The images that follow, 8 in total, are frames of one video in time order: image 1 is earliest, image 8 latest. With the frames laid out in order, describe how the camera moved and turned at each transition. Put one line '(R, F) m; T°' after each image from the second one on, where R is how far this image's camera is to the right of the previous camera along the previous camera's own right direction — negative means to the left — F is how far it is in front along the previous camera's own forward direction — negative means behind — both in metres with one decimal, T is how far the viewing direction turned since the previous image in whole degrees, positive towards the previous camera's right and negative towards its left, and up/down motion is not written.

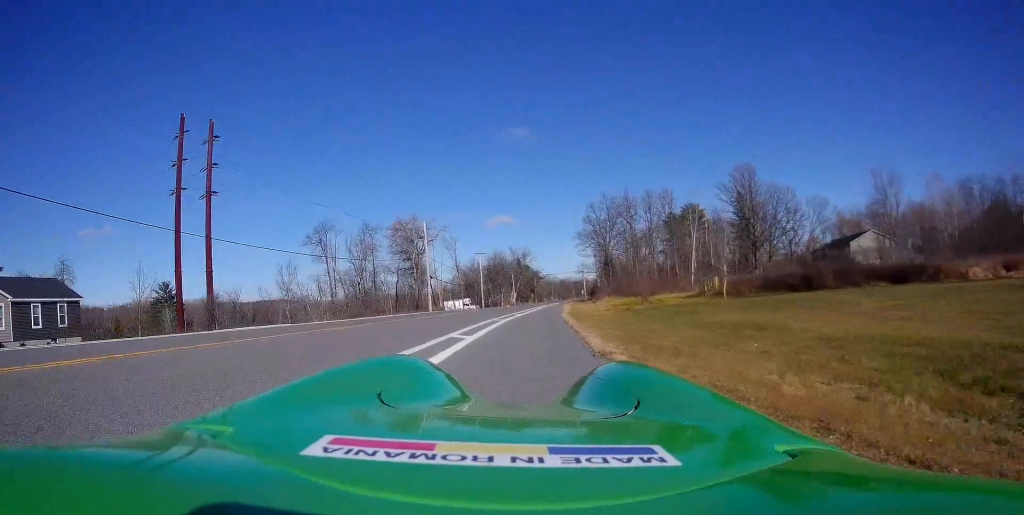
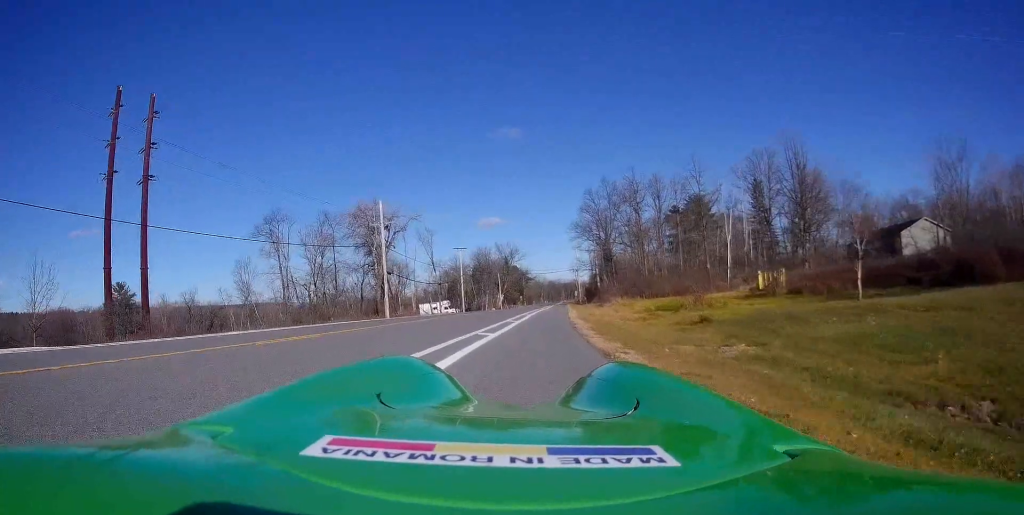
(-0.2, +16.9) m; 0°
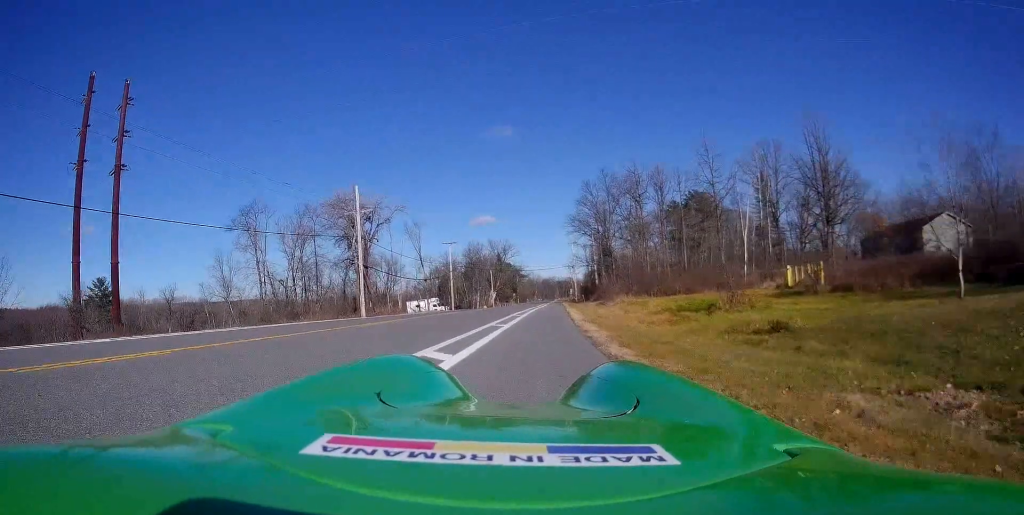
(+0.1, +6.1) m; +1°
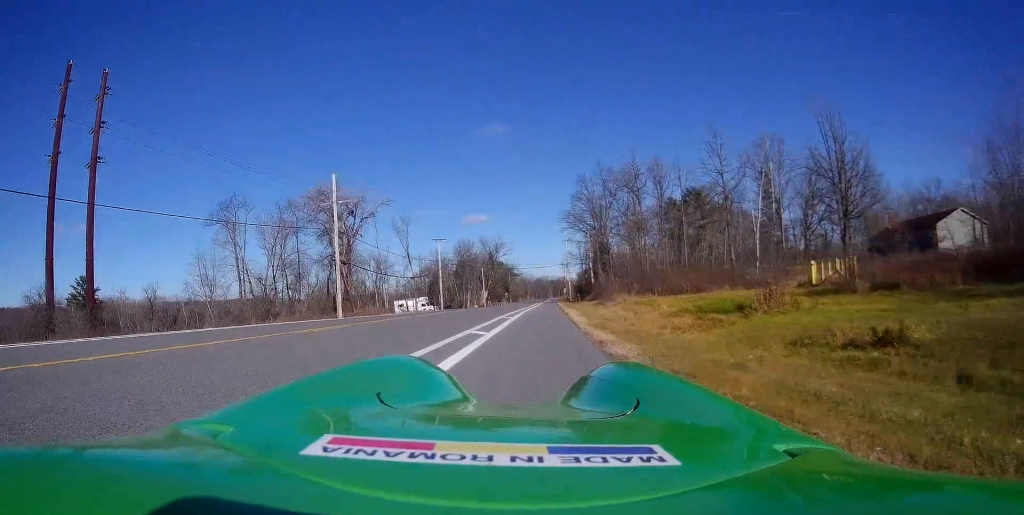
(0.0, +4.3) m; 0°
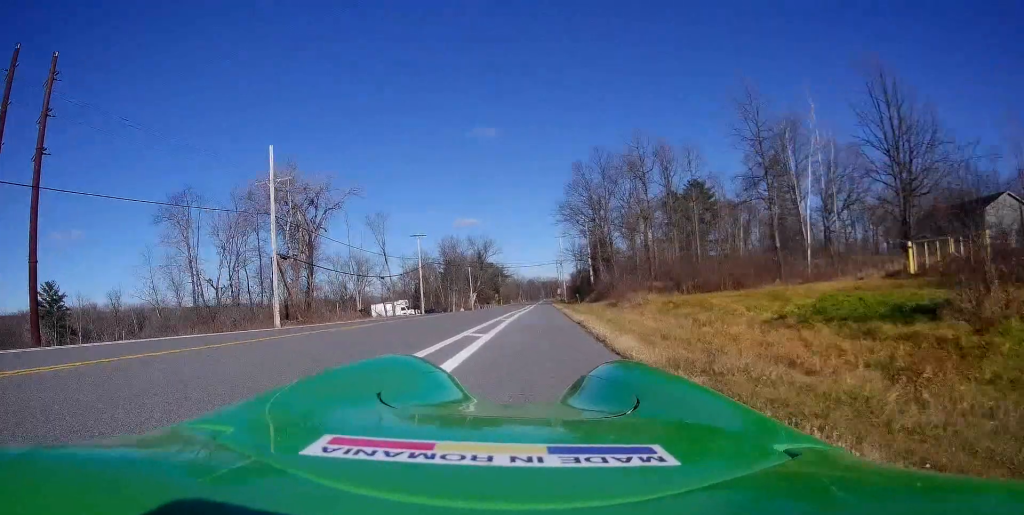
(0.0, +10.1) m; +2°
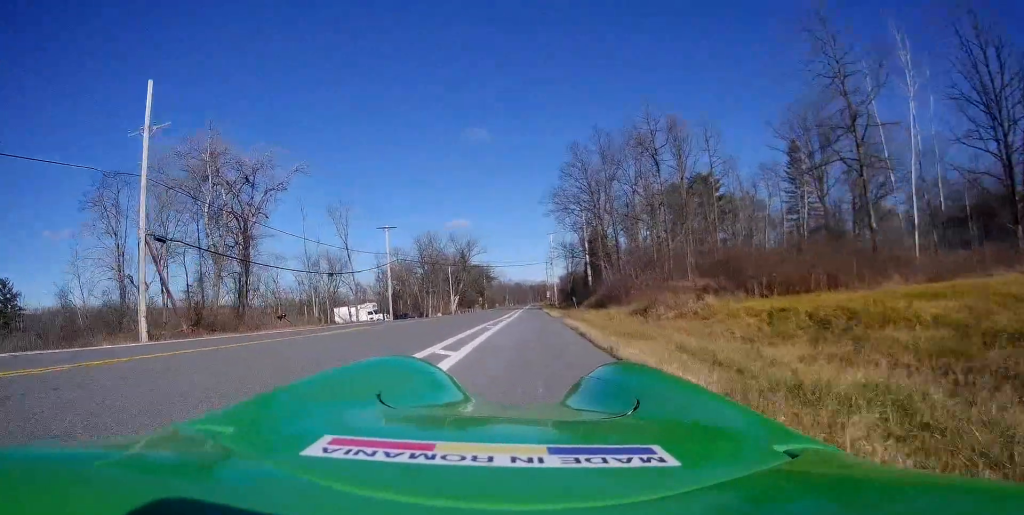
(+0.5, +12.0) m; +1°
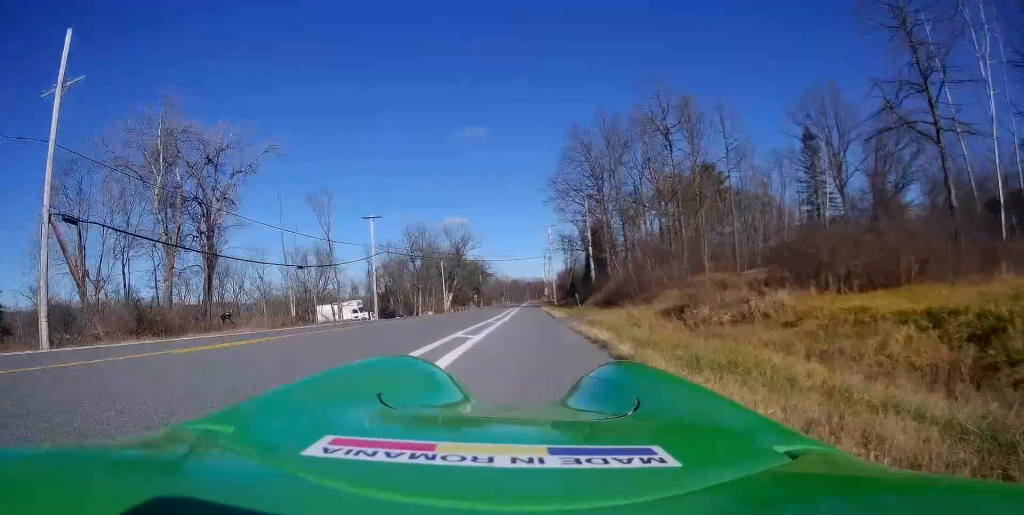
(+0.1, +5.8) m; -2°
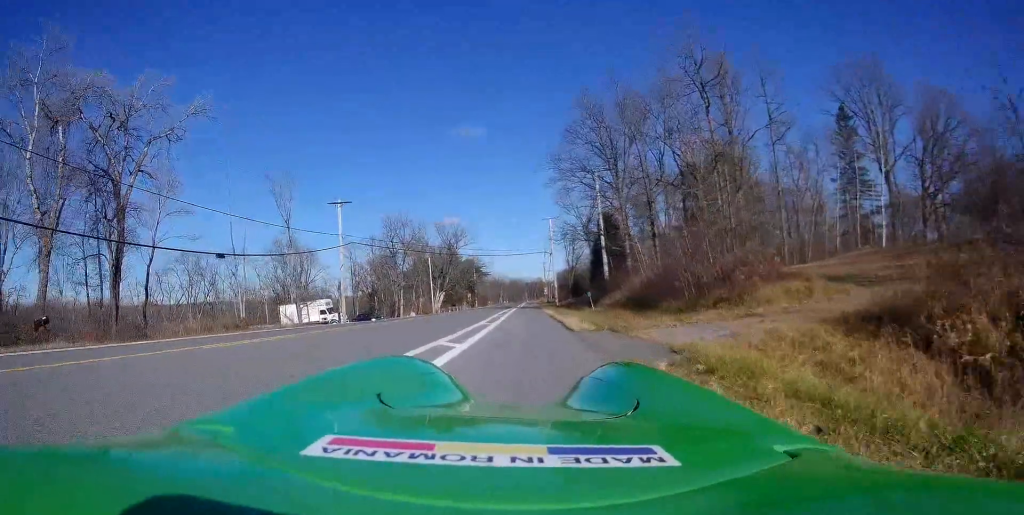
(-0.6, +11.5) m; -2°
